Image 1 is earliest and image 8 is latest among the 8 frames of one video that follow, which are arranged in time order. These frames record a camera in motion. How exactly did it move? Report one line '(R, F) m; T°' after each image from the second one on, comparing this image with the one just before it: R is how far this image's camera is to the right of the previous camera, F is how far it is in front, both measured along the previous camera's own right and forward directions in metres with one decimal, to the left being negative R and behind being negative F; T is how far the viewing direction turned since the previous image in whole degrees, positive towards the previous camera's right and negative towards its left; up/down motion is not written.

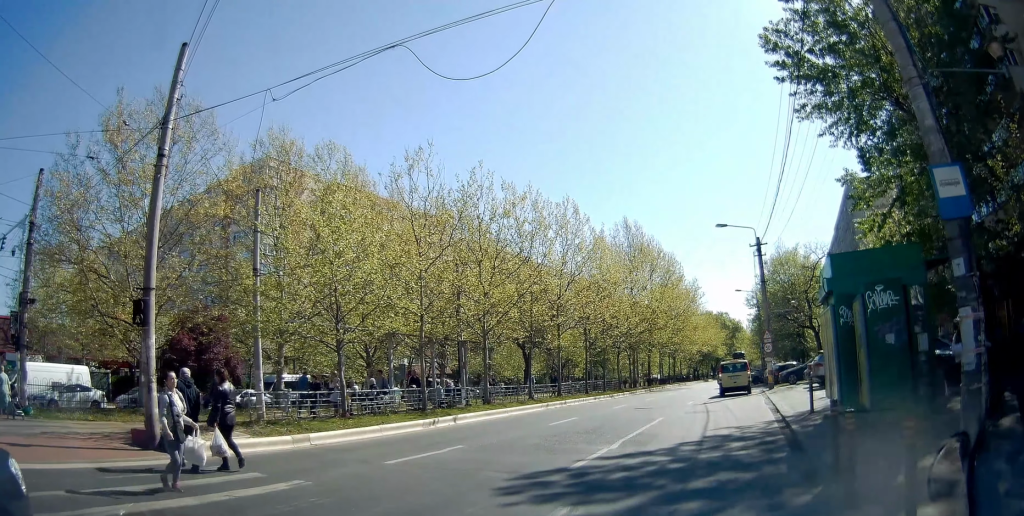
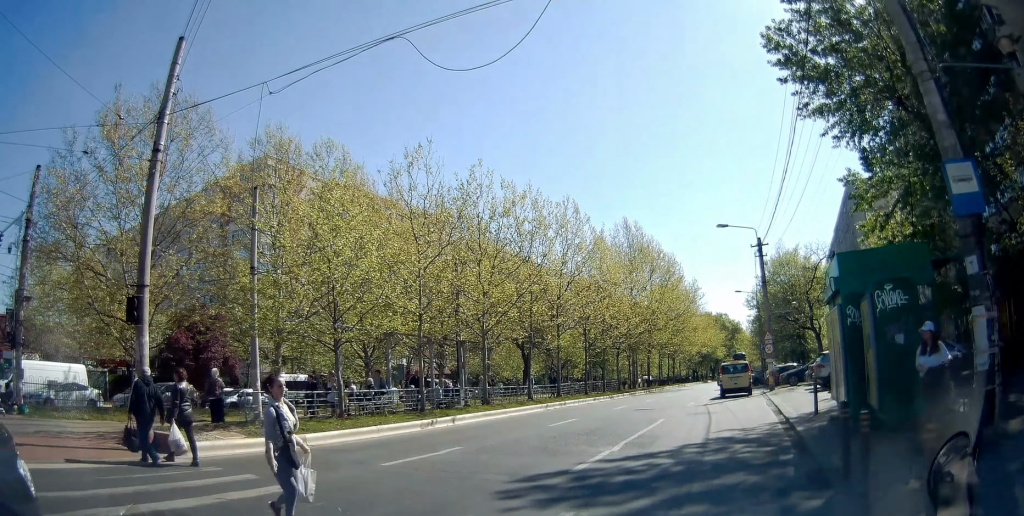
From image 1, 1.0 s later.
(0.0, 0.0) m; 0°
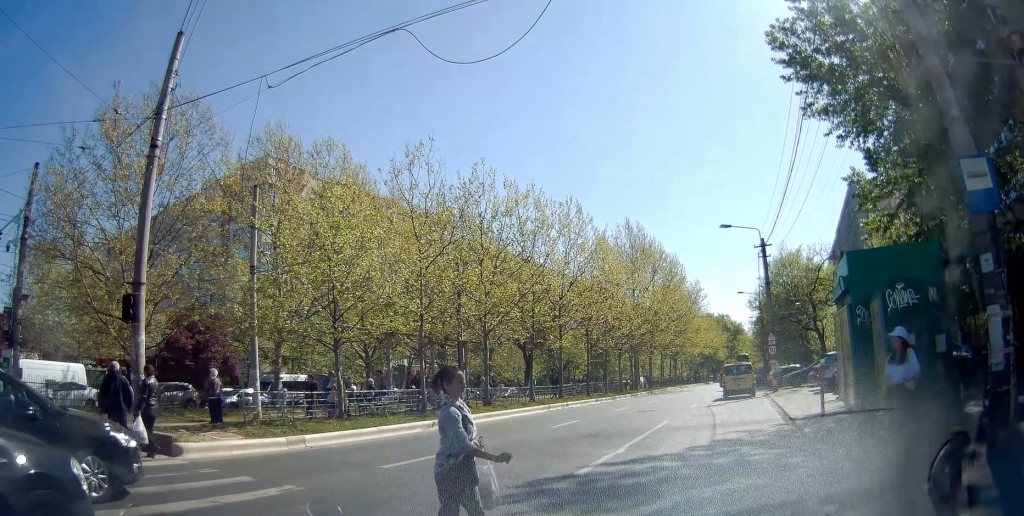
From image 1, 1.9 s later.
(0.0, 0.0) m; 0°
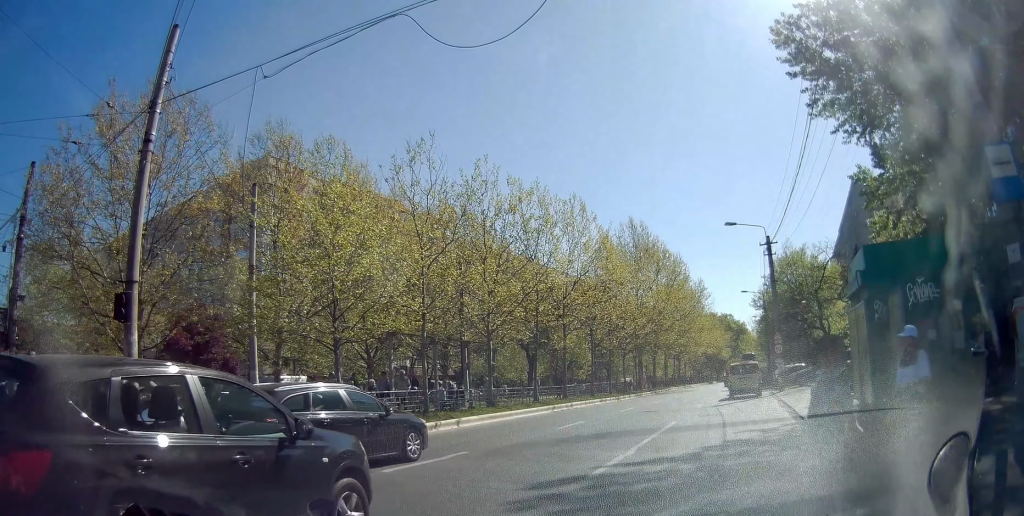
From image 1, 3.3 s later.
(0.0, 0.0) m; 0°
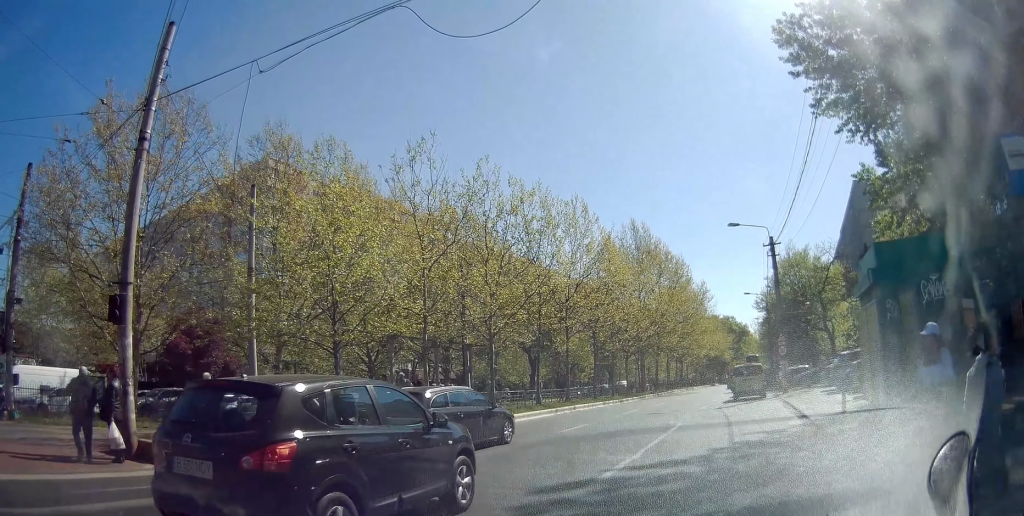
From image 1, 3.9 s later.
(0.0, 0.0) m; 0°
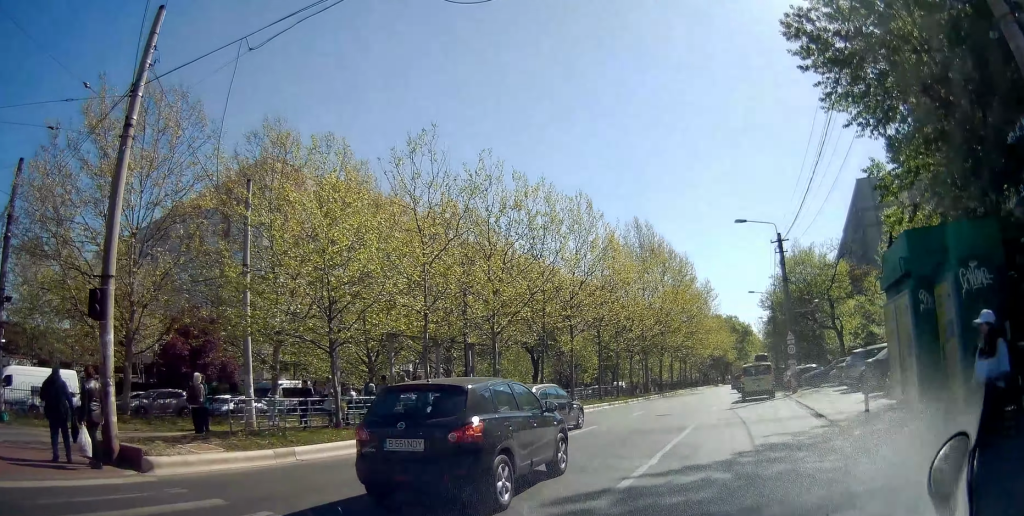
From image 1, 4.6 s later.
(0.0, +0.2) m; 0°
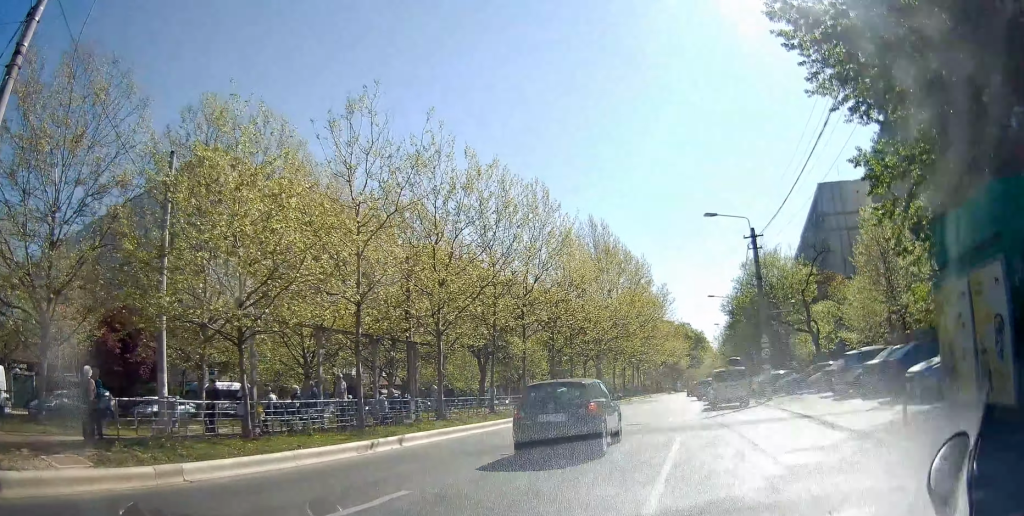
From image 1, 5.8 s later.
(+0.1, +1.1) m; +8°
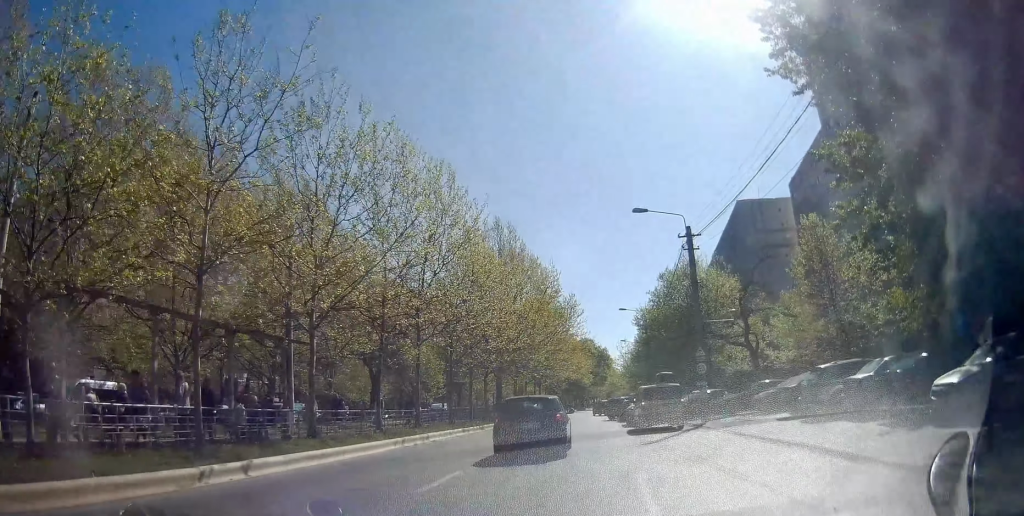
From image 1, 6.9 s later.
(+0.3, +2.8) m; +1°
